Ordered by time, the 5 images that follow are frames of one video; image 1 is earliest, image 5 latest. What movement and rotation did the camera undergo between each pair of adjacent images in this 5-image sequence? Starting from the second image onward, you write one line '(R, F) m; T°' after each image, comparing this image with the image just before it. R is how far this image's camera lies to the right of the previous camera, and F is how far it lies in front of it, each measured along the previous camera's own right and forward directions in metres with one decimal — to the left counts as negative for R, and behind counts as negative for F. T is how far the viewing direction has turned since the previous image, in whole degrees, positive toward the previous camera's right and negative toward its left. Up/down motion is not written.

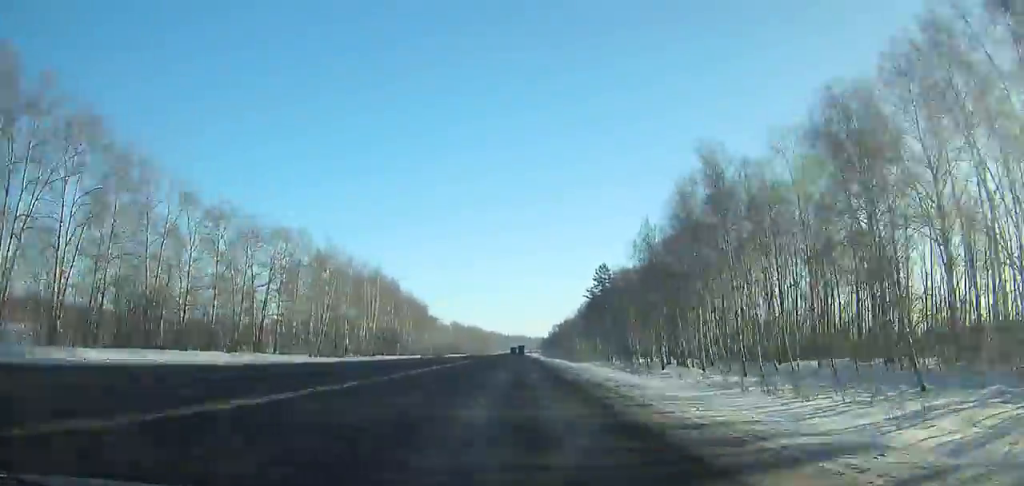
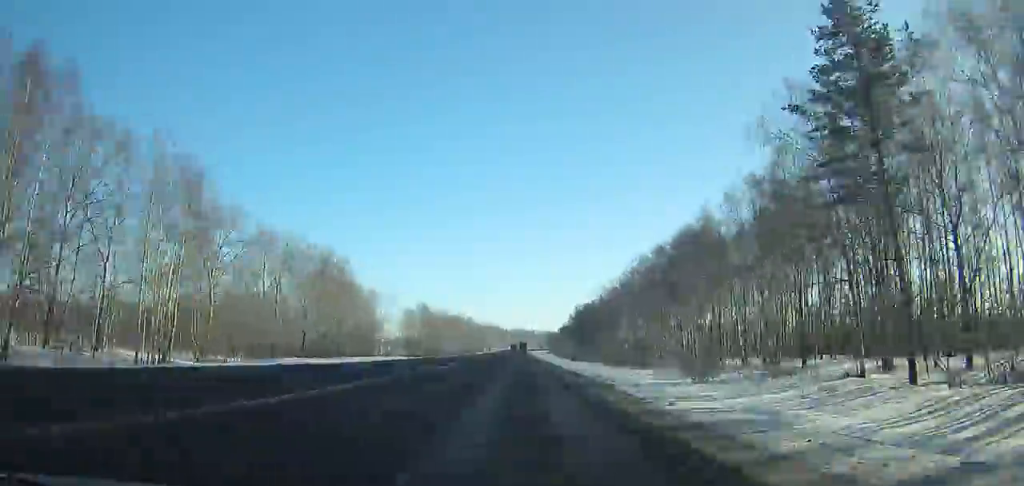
(-0.5, +116.0) m; 0°
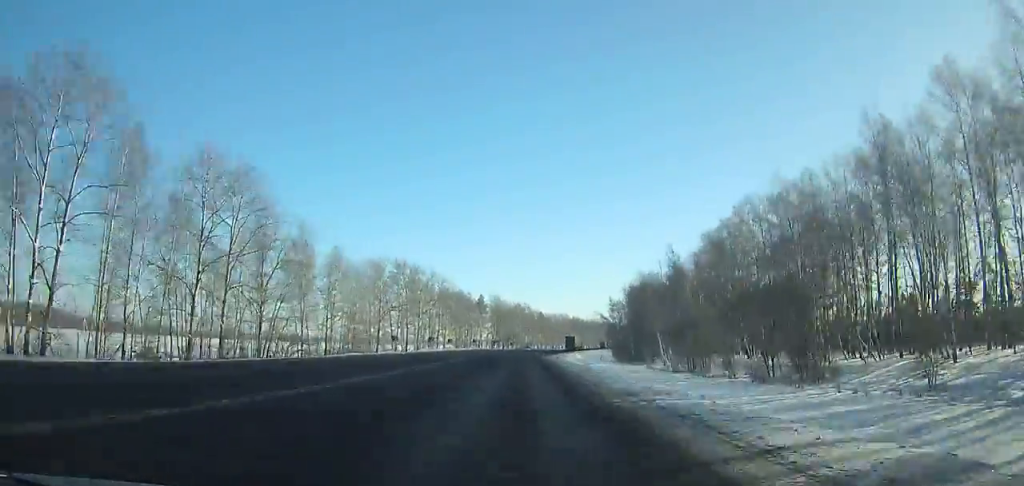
(+1.0, +289.1) m; +3°
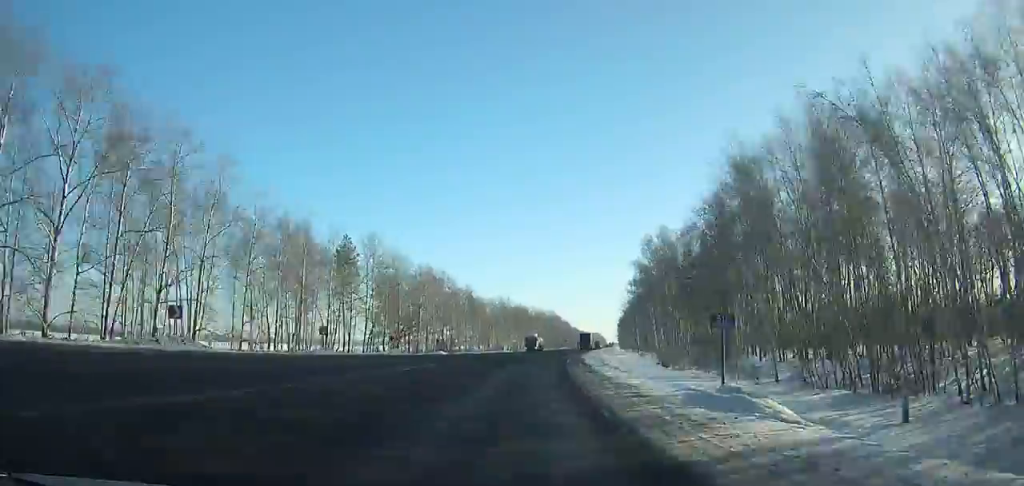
(+7.0, +105.5) m; +8°
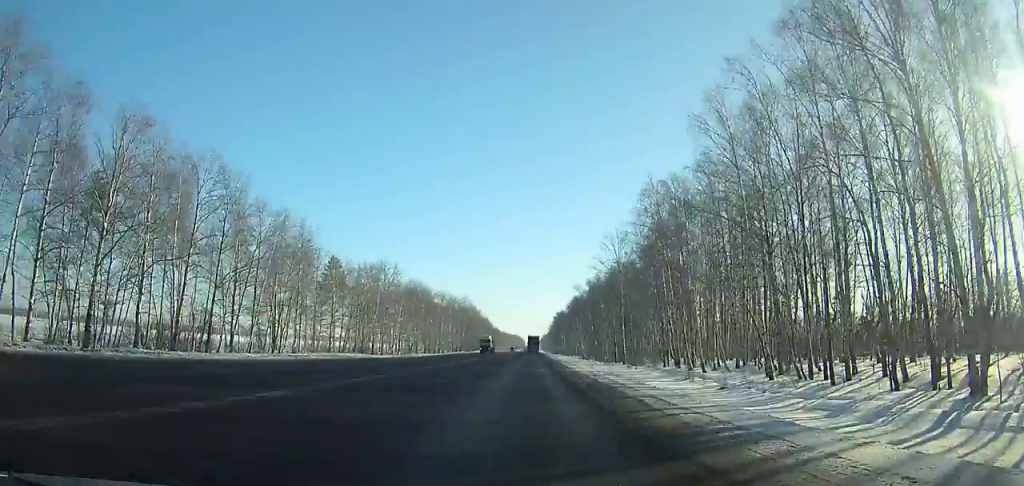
(+4.5, +81.5) m; +5°
